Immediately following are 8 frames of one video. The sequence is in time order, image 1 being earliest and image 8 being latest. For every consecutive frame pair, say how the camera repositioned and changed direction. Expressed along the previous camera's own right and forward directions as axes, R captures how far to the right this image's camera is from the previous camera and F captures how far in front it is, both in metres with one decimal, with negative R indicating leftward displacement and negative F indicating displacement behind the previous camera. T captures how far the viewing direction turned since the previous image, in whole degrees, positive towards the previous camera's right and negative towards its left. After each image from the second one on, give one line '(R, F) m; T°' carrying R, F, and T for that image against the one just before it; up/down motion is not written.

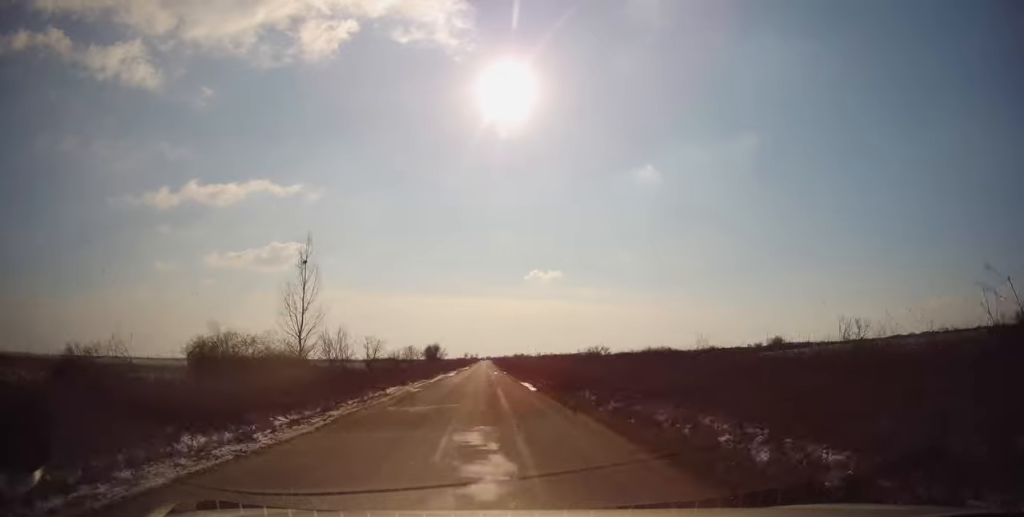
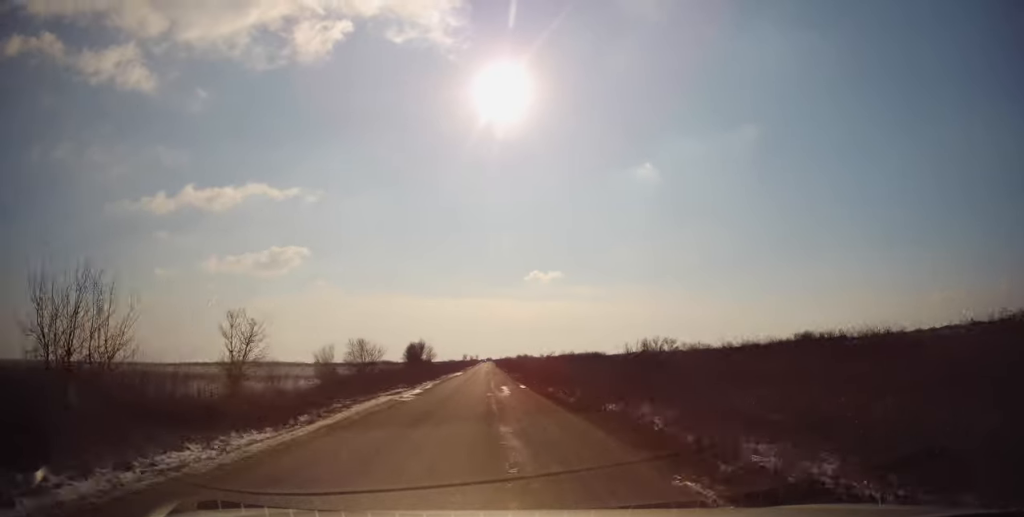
(+0.1, +26.4) m; 0°
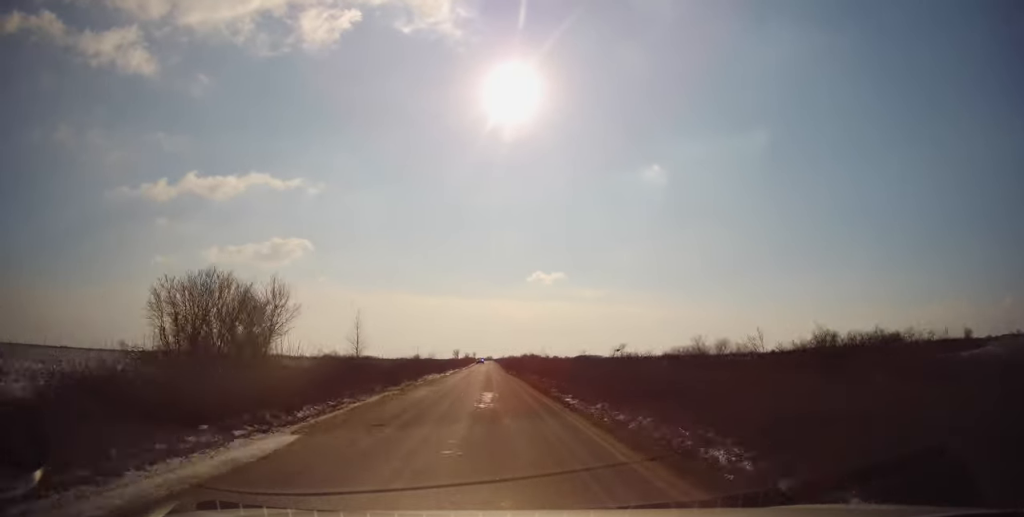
(0.0, +61.8) m; 0°
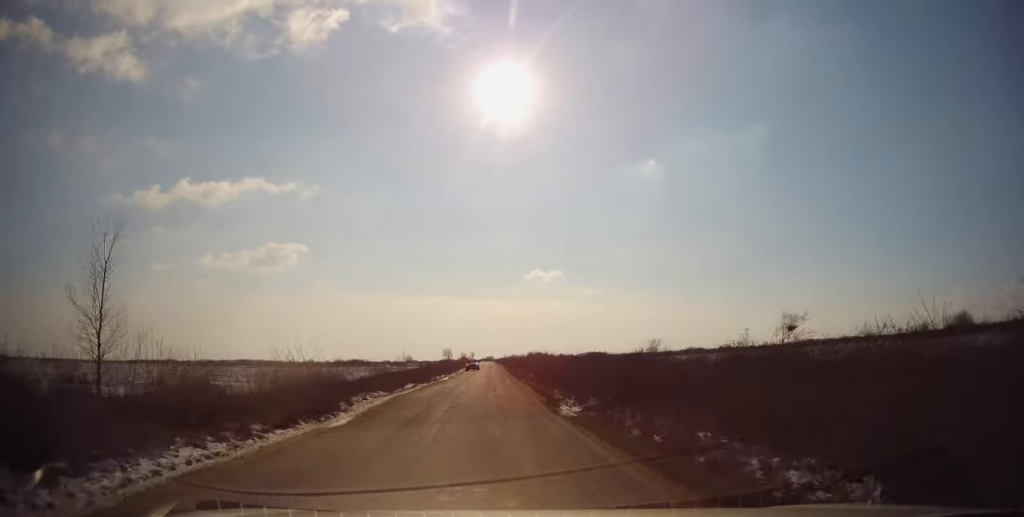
(+0.3, +34.4) m; 0°
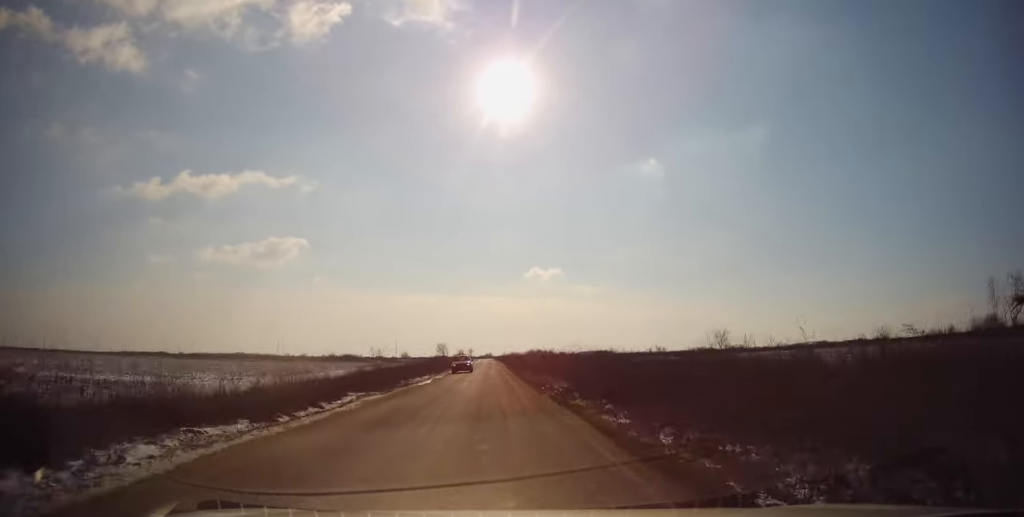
(-0.2, +13.1) m; 0°
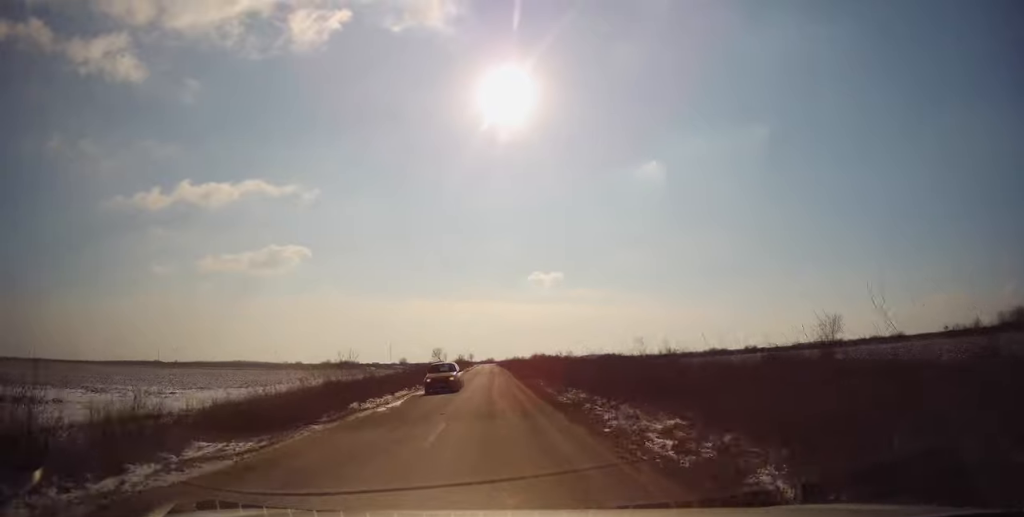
(-0.2, +11.3) m; 0°
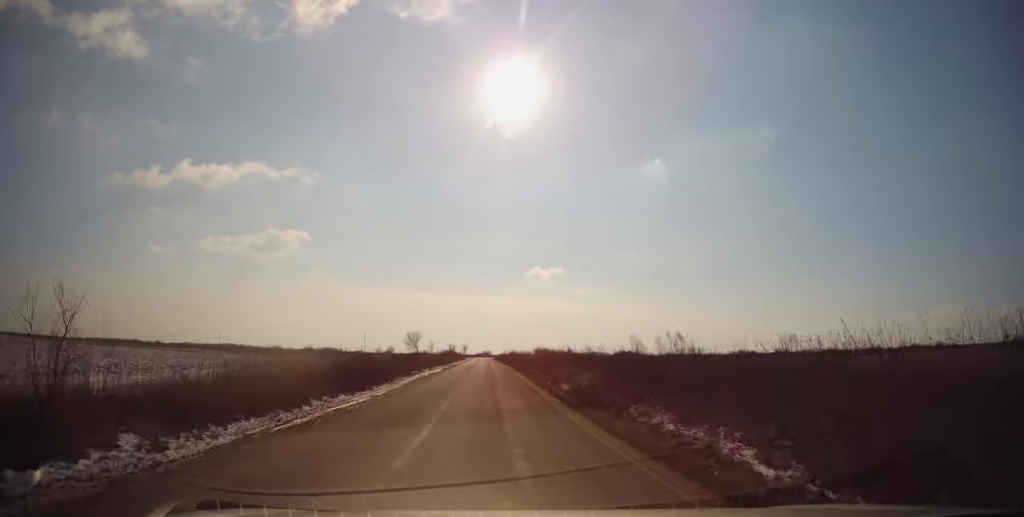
(+0.3, +27.8) m; 0°
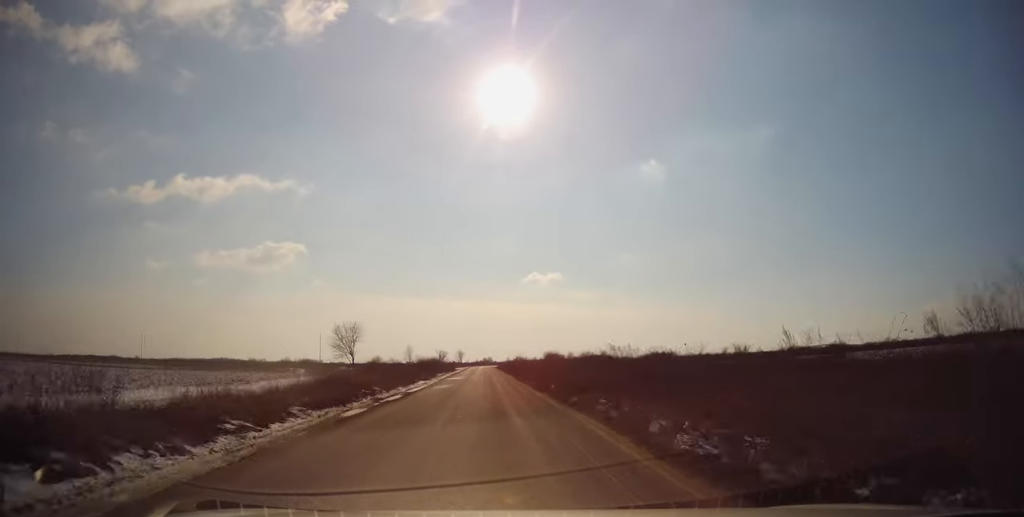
(-0.3, +32.6) m; 0°
